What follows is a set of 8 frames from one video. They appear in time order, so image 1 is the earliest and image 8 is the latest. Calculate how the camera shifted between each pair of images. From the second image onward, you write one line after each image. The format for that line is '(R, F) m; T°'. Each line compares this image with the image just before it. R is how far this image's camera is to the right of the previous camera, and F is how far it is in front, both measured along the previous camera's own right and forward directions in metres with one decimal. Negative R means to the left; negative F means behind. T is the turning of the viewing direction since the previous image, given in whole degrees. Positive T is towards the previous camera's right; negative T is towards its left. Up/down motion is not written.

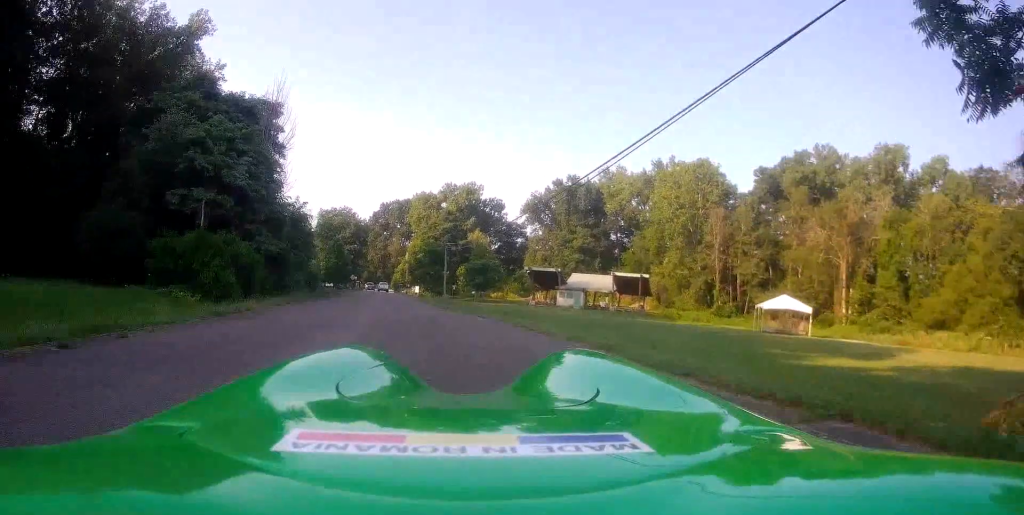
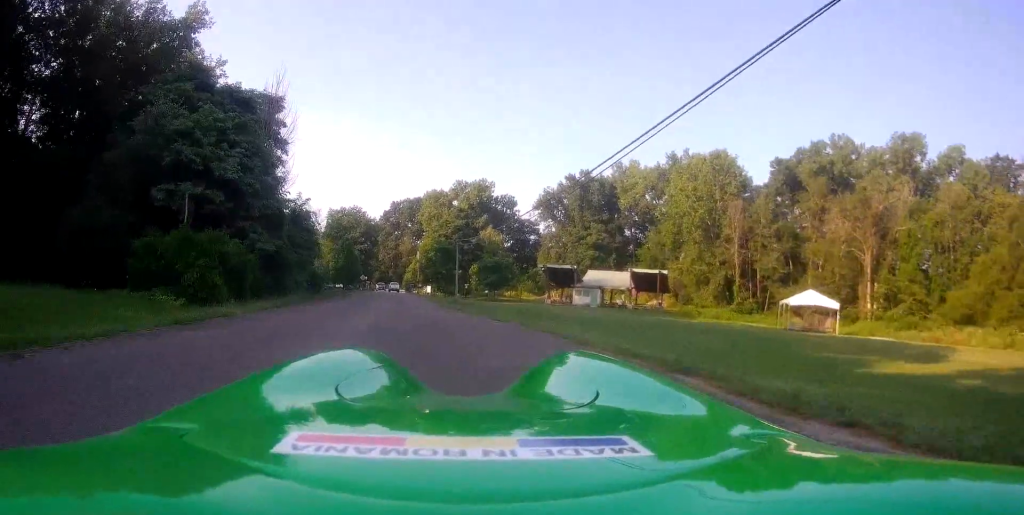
(+0.1, +2.2) m; 0°
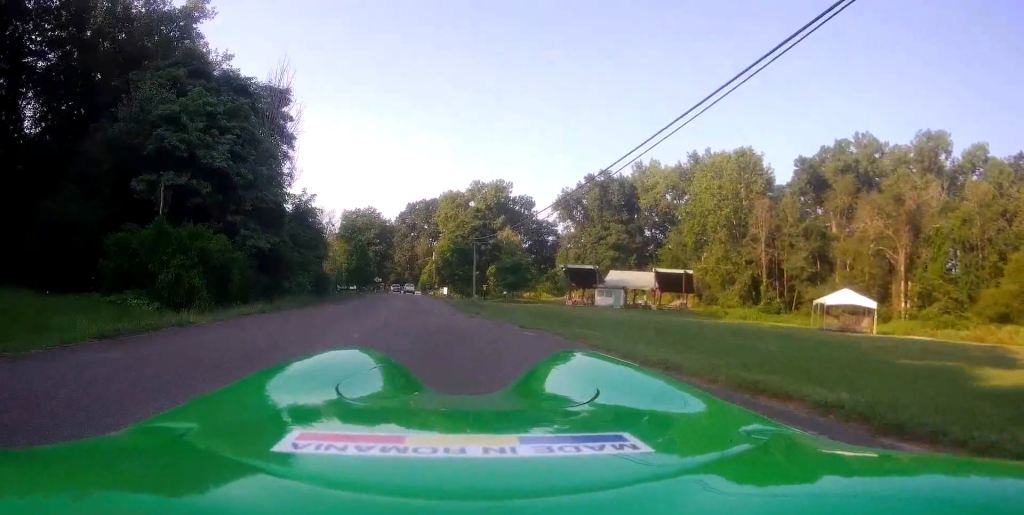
(-0.2, +3.0) m; -3°
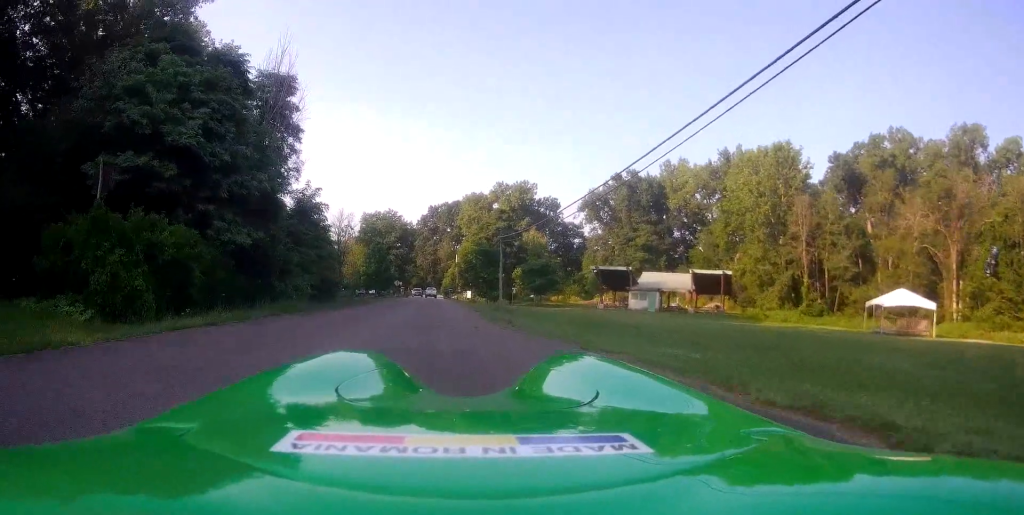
(-0.2, +4.8) m; -4°
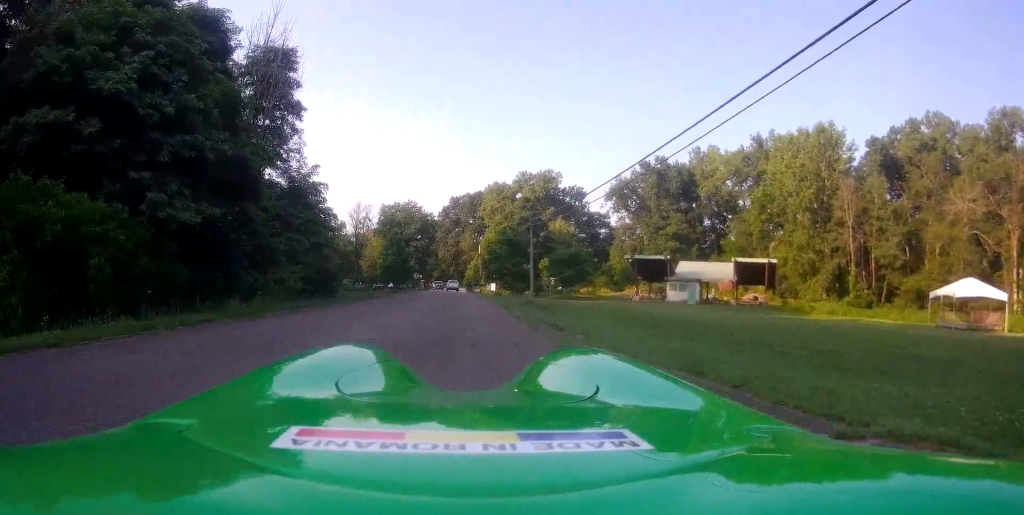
(-0.1, +5.4) m; -4°
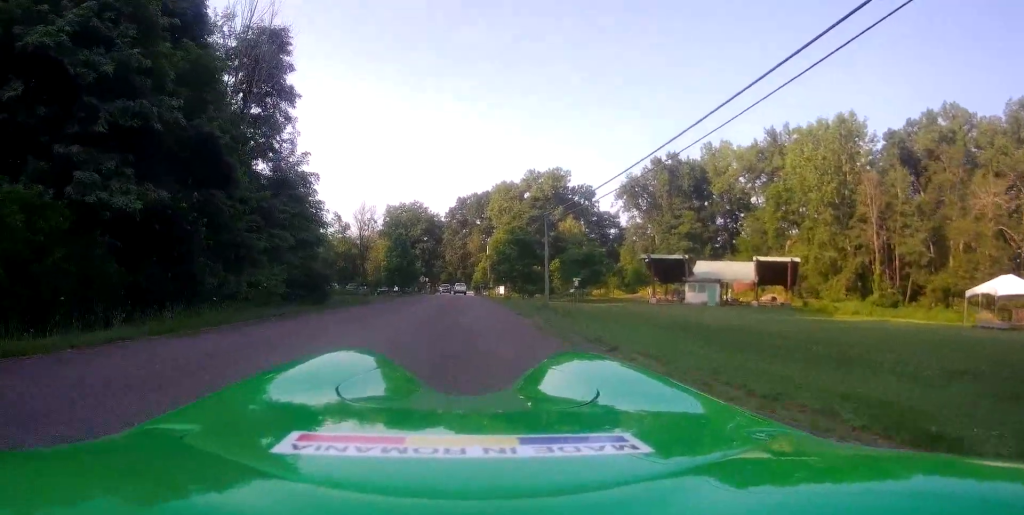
(-0.1, +3.4) m; -3°
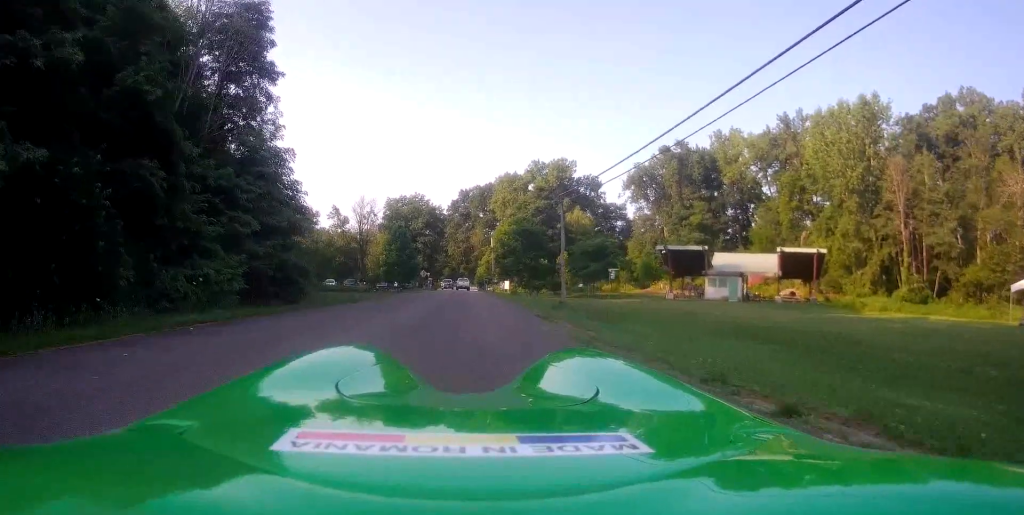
(-0.2, +4.5) m; -1°
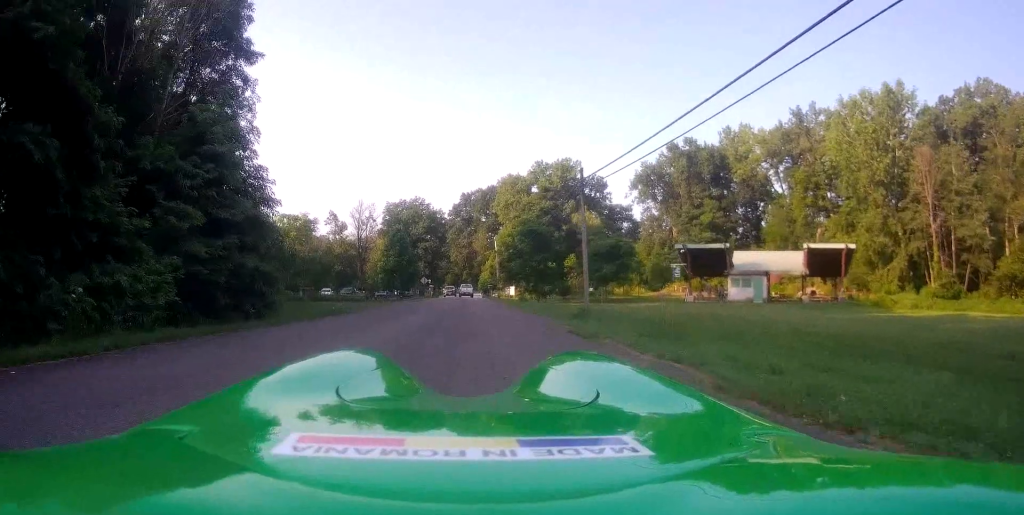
(-0.1, +4.5) m; +1°
